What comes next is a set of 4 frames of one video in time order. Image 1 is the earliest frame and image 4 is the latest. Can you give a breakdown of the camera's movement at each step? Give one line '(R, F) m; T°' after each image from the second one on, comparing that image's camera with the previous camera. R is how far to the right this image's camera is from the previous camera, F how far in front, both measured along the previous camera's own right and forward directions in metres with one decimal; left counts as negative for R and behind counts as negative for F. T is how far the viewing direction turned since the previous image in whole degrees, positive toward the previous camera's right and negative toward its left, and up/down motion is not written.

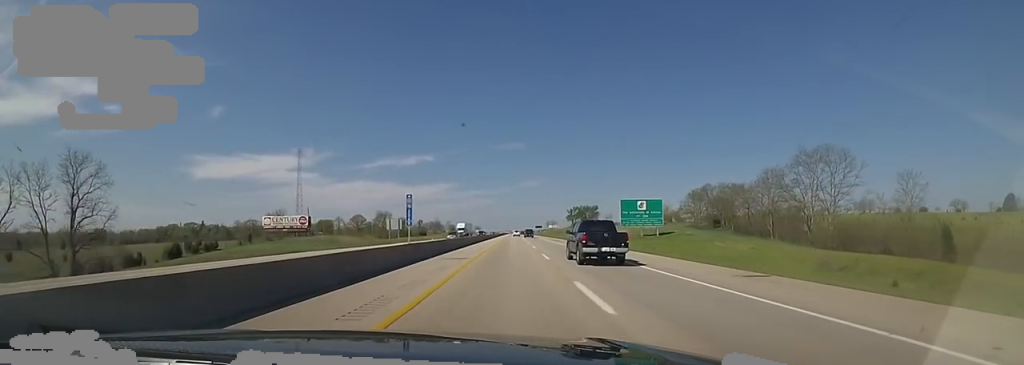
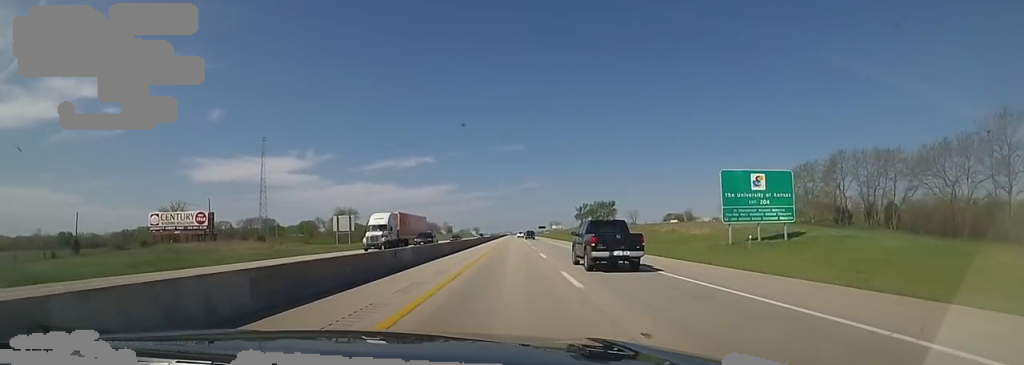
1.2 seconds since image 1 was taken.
(-0.4, +41.5) m; +2°
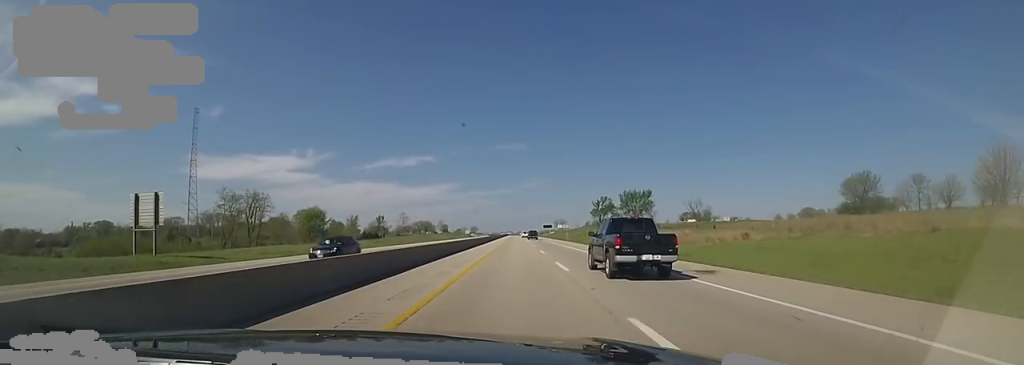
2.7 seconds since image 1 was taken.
(+1.3, +55.4) m; -1°
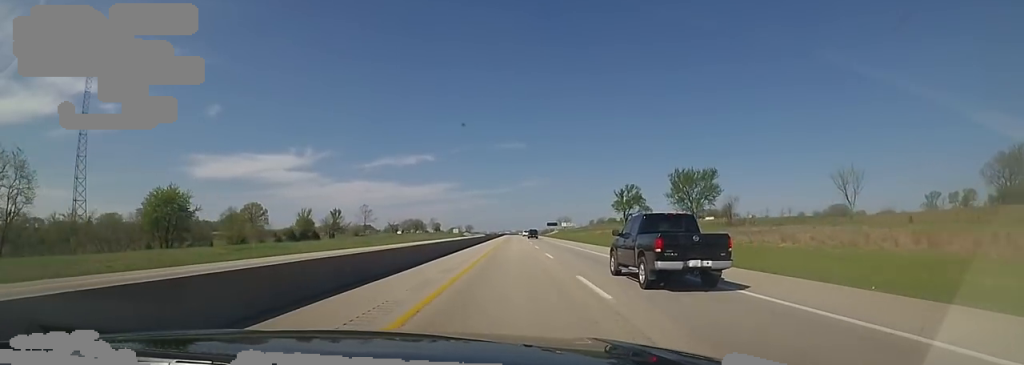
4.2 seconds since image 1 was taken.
(-1.0, +52.6) m; 0°
